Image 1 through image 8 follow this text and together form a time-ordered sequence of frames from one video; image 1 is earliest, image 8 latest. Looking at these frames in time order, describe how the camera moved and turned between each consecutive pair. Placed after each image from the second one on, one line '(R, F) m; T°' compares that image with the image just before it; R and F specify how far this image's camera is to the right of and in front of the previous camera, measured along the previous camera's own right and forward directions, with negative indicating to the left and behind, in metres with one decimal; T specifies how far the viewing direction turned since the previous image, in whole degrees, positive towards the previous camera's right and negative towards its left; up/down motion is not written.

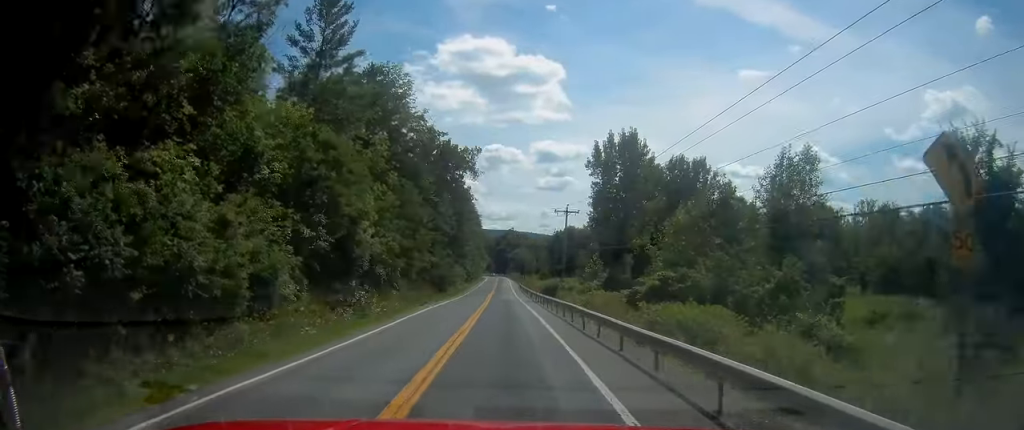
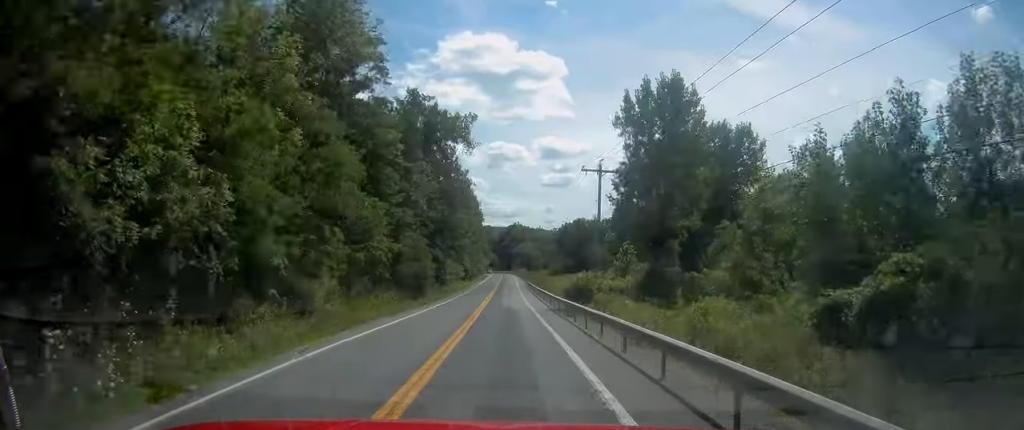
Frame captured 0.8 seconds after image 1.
(-0.1, +20.0) m; 0°
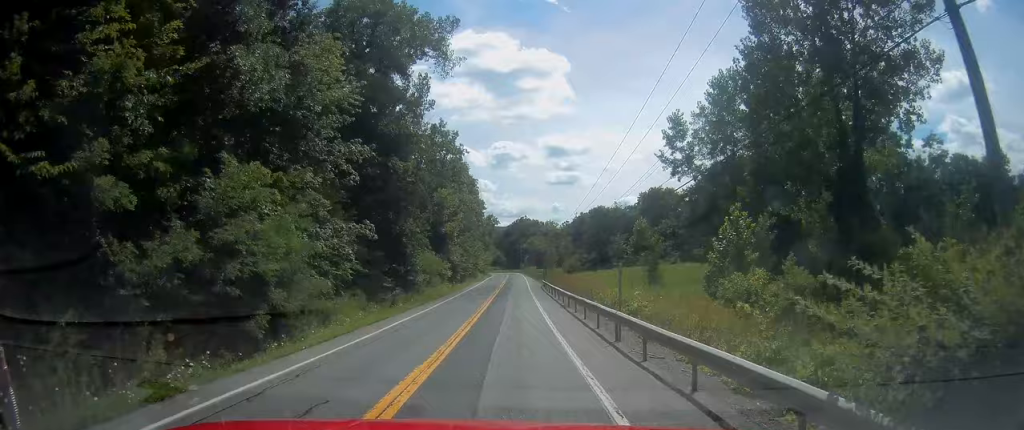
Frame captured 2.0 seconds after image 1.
(0.0, +32.2) m; 0°
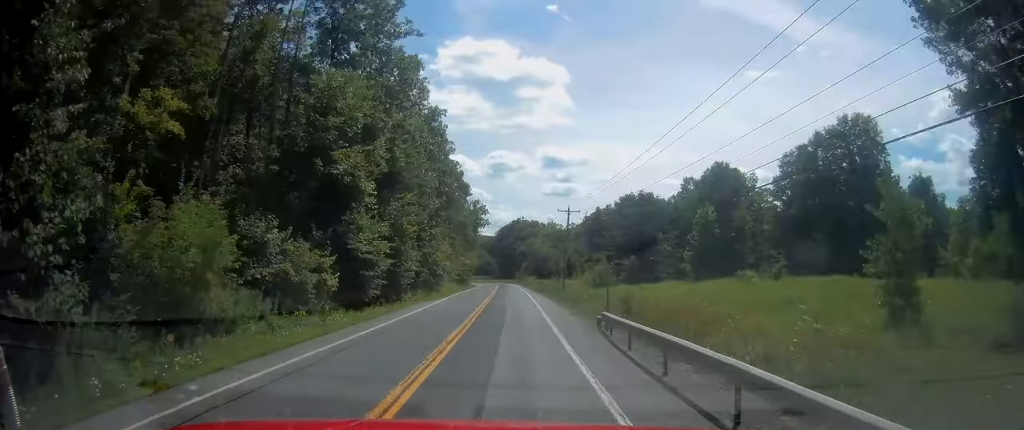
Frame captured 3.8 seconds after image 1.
(-0.3, +47.5) m; -1°
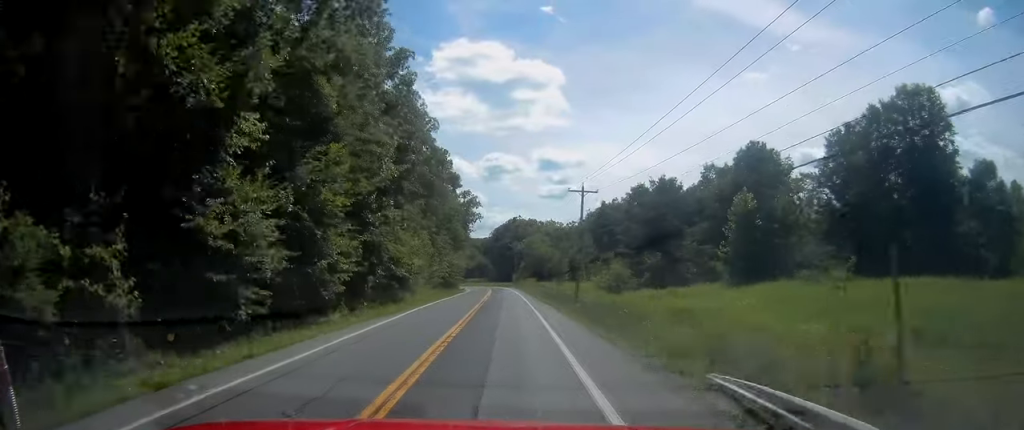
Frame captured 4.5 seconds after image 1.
(-0.2, +16.2) m; 0°
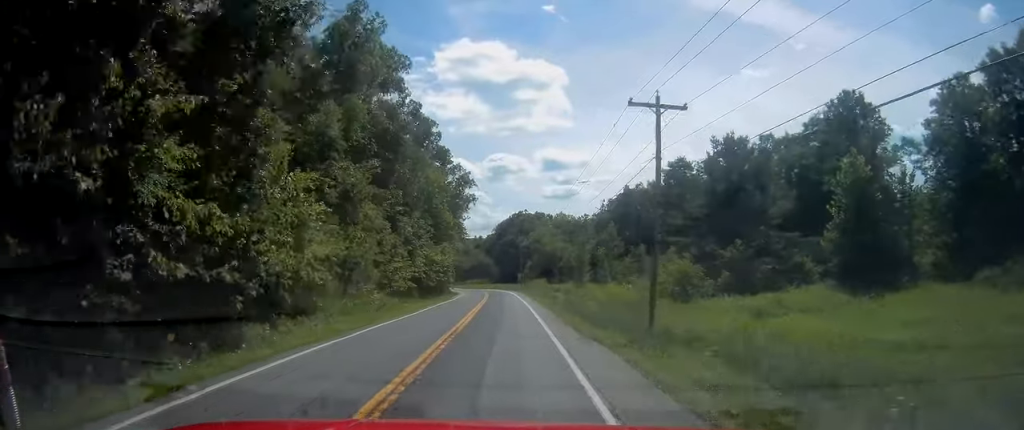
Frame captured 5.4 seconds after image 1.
(+0.4, +24.2) m; 0°
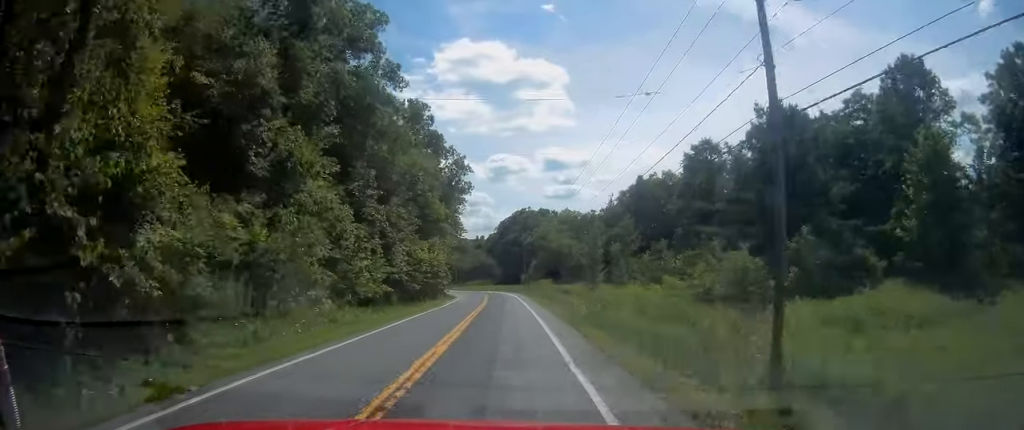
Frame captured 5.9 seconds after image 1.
(-0.1, +10.7) m; 0°
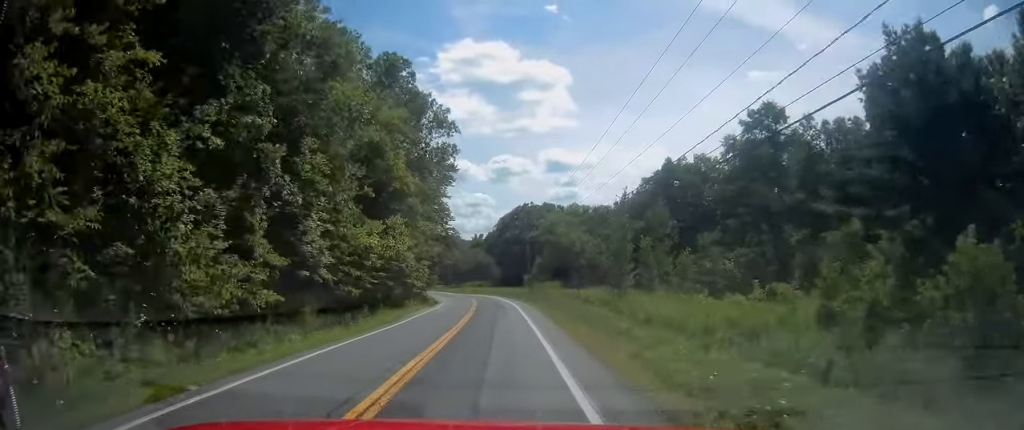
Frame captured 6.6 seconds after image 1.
(-0.1, +18.8) m; -1°
